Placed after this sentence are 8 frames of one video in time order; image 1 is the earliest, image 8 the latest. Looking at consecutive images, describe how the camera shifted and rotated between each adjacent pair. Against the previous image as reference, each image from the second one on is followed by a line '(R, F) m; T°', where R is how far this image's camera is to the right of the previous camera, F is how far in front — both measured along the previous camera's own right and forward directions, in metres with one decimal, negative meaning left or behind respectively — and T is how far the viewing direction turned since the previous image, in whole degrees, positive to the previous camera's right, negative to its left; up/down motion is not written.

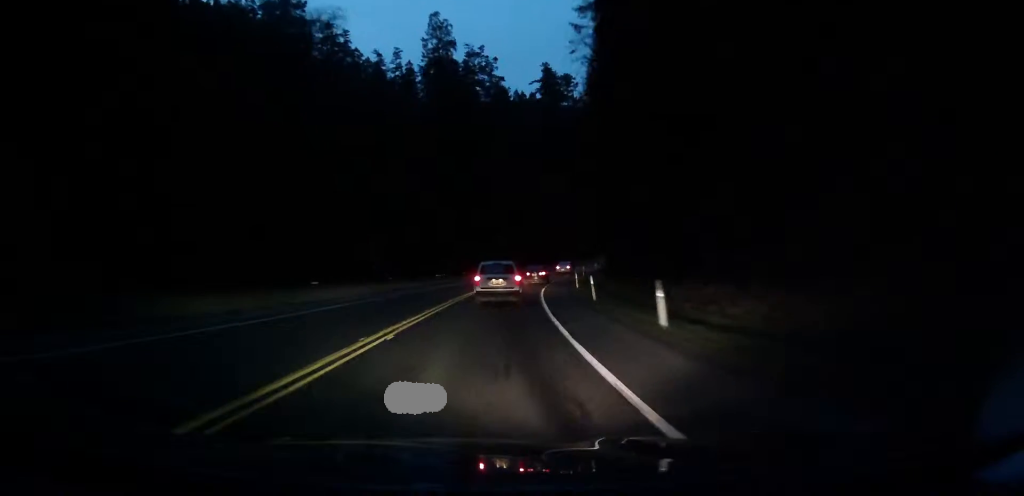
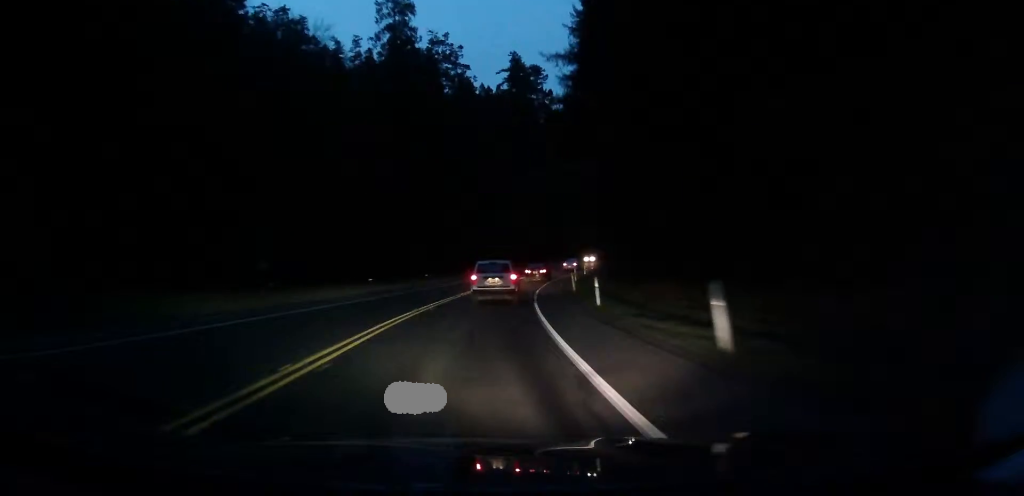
(+0.7, +15.9) m; +5°
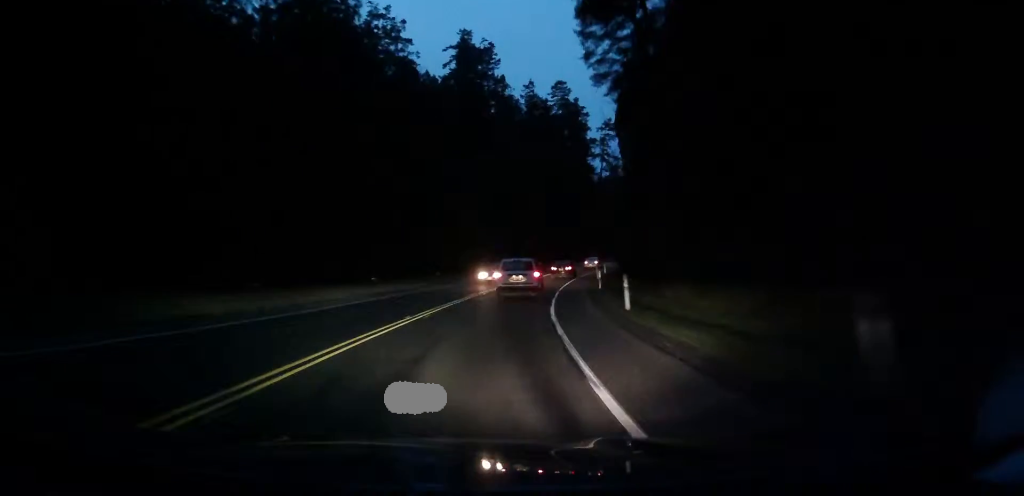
(+2.0, +28.1) m; +8°
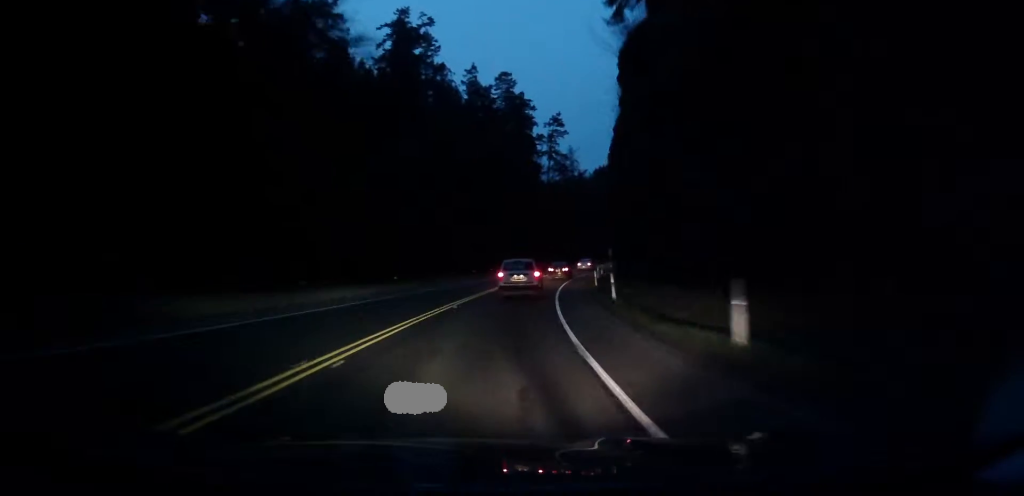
(+0.4, +21.0) m; +2°
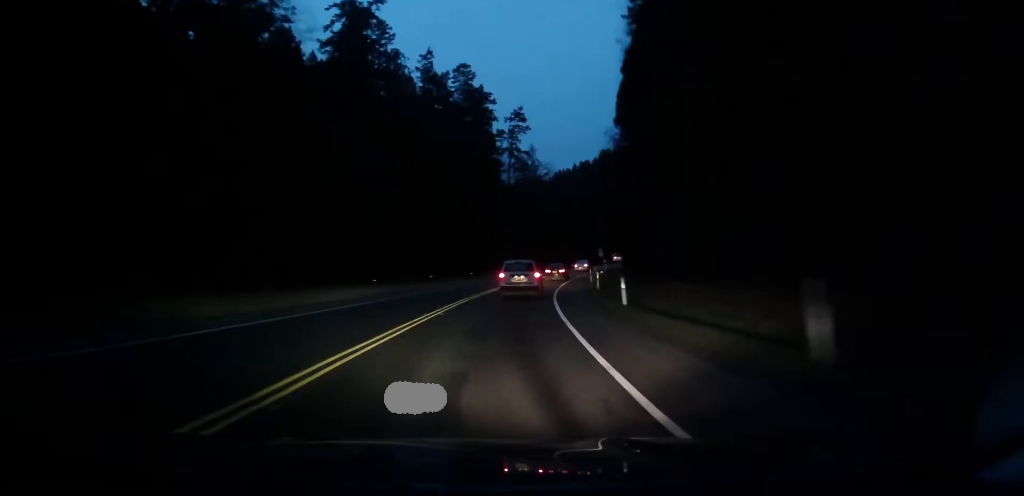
(0.0, +15.2) m; +2°
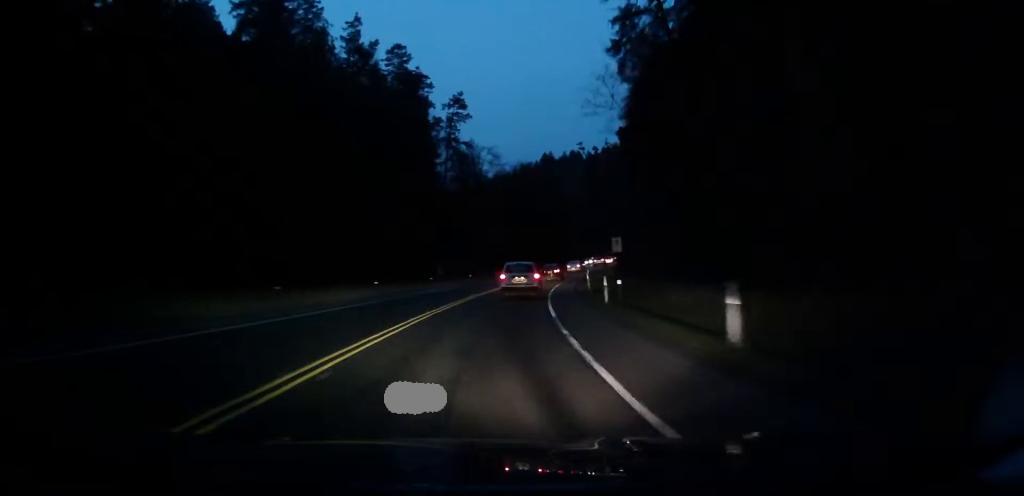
(+1.4, +22.0) m; +6°
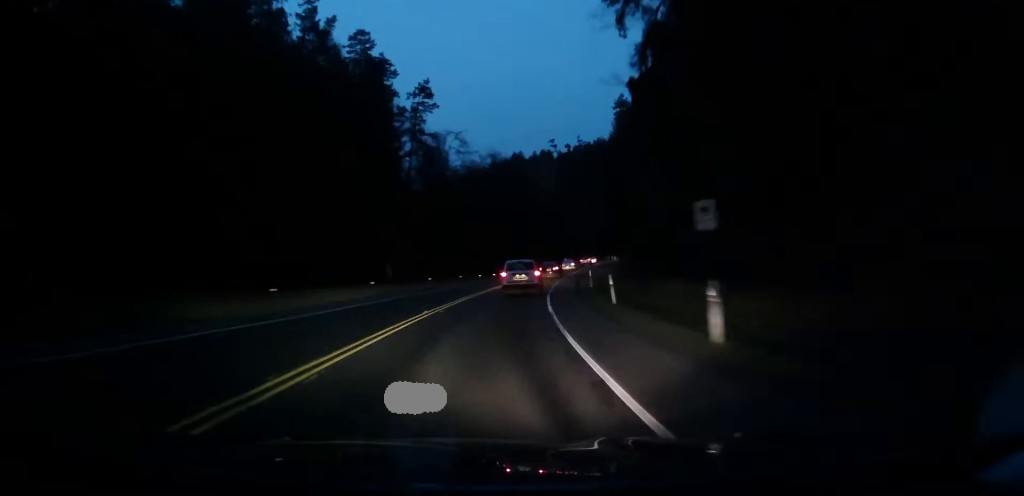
(+0.4, +11.9) m; +3°
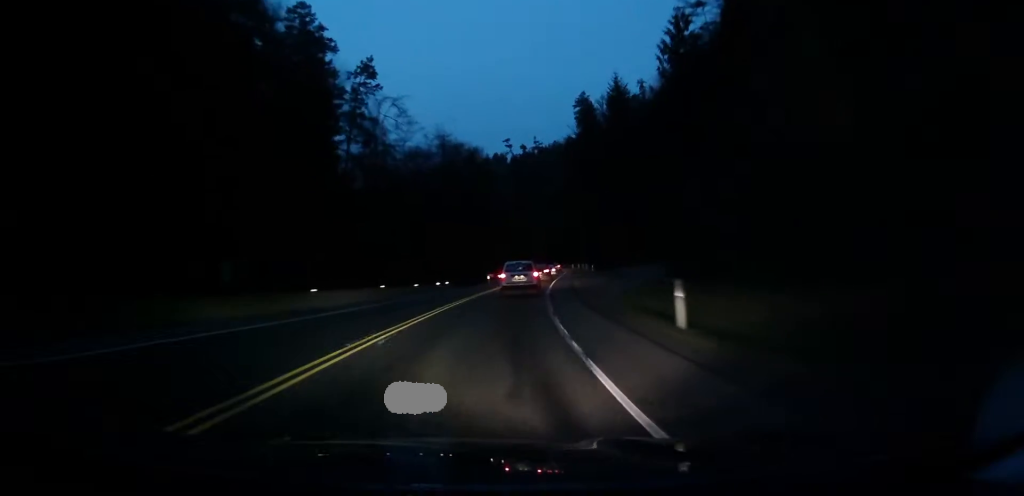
(+0.8, +20.7) m; +6°
